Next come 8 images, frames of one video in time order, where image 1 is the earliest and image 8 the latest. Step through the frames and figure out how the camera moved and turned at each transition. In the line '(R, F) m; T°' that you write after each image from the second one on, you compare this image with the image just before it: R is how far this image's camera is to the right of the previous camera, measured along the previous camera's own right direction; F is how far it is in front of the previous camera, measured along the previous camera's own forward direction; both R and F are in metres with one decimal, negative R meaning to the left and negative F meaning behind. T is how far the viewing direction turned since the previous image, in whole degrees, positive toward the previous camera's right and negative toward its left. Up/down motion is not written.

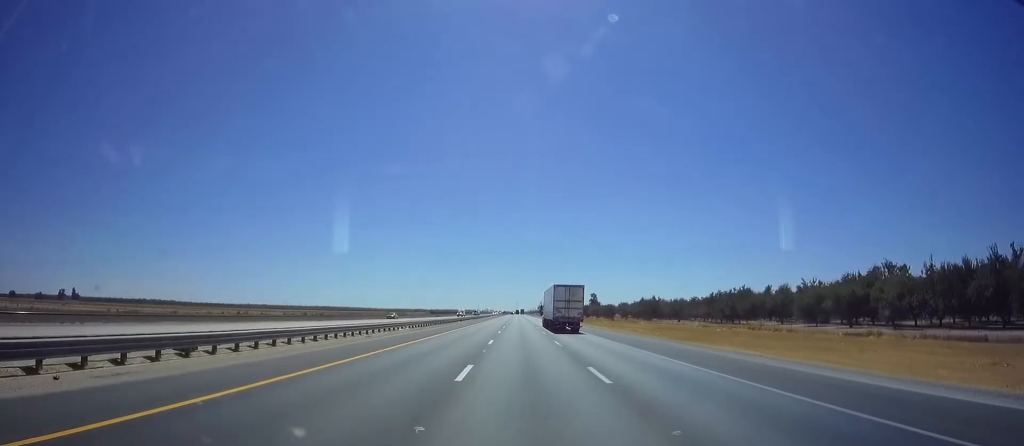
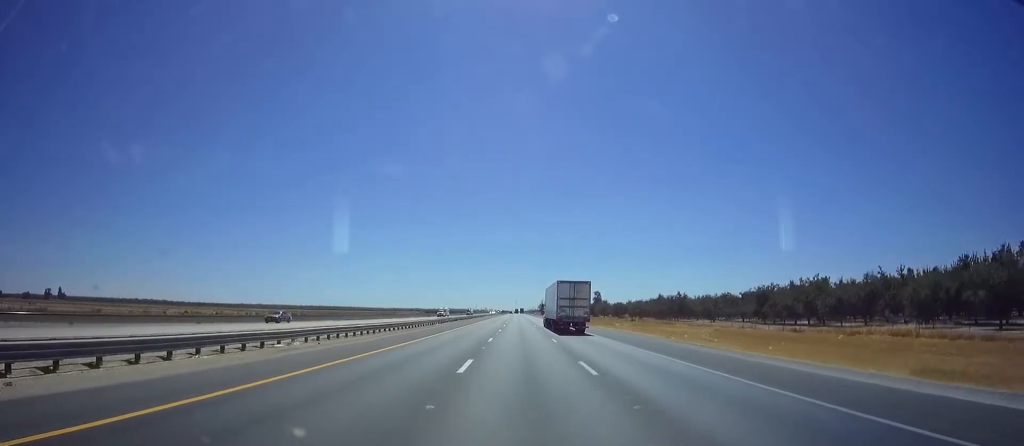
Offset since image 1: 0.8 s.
(0.0, +27.8) m; 0°
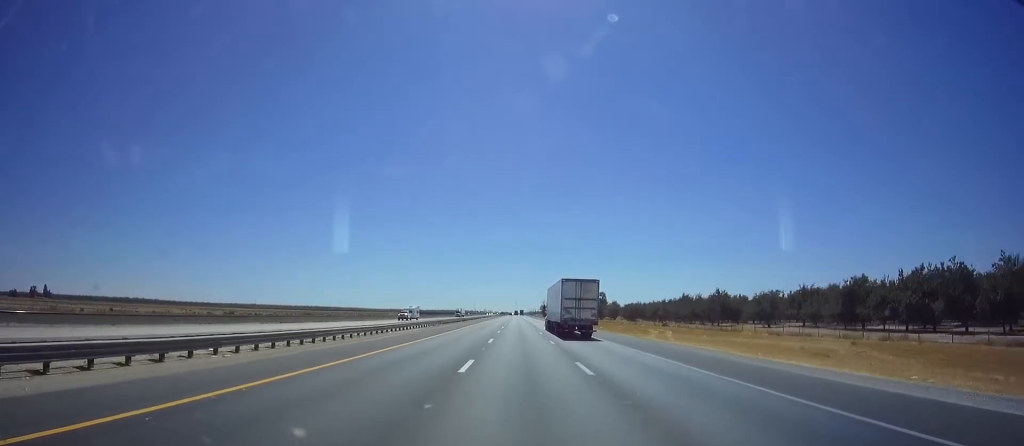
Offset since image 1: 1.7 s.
(0.0, +28.9) m; -1°
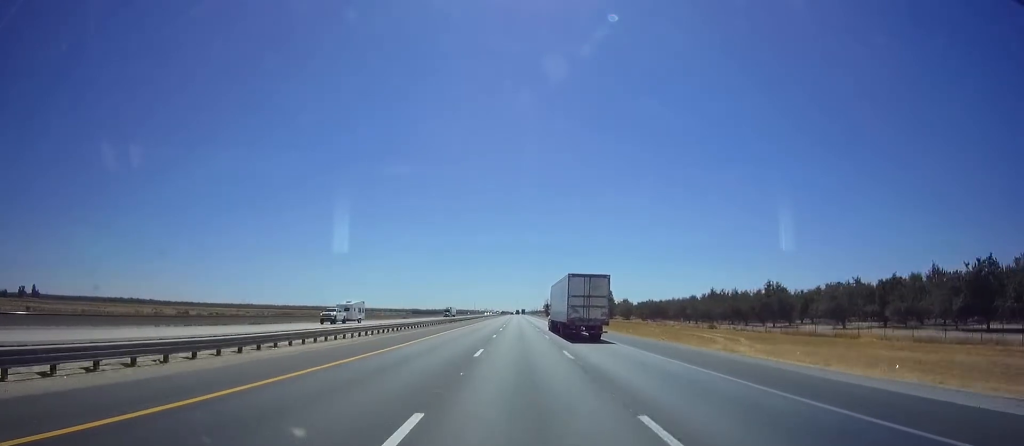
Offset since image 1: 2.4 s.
(-0.5, +24.5) m; 0°
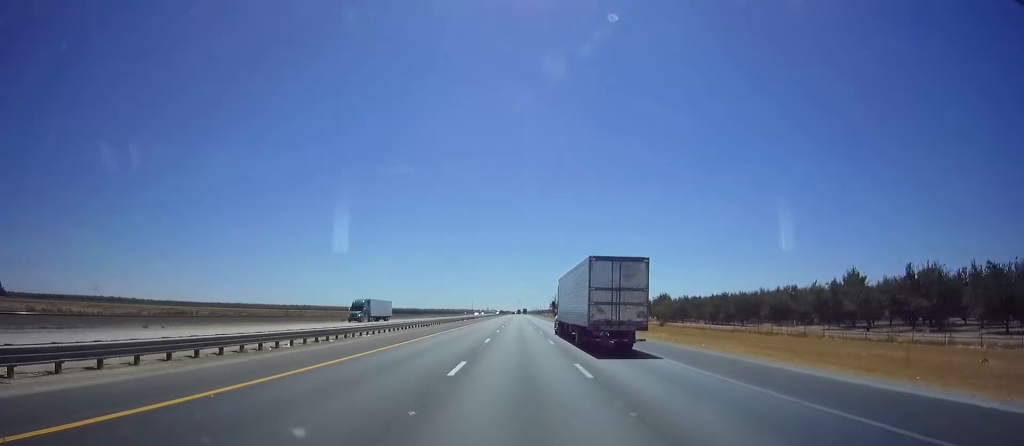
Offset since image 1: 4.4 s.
(+0.9, +64.5) m; 0°
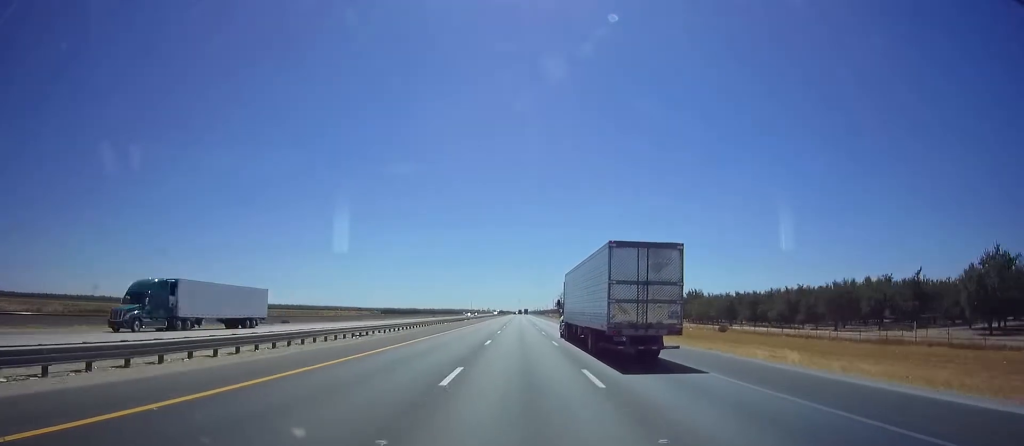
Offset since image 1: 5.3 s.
(-0.4, +31.2) m; 0°
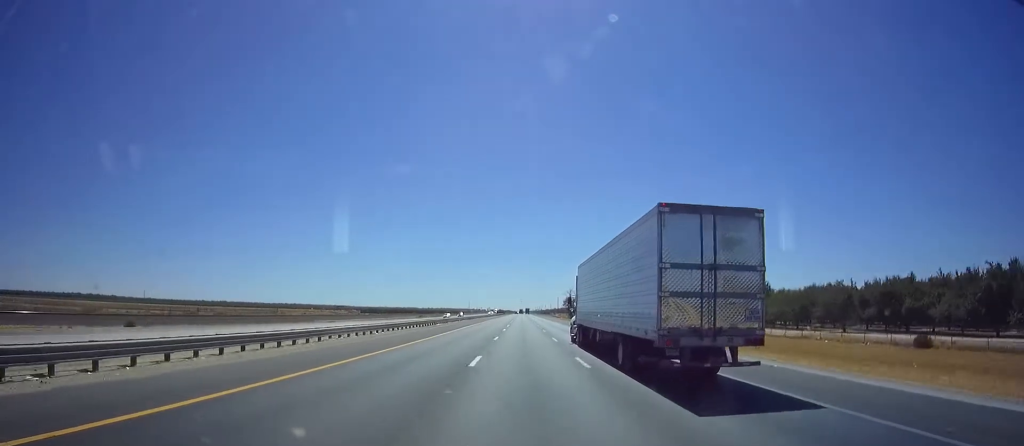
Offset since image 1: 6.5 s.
(+0.3, +40.0) m; +1°
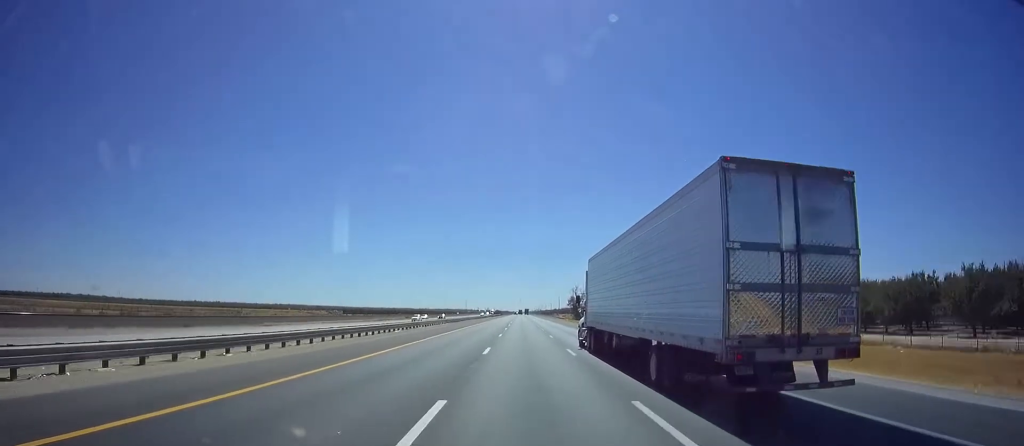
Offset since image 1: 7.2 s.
(+0.1, +24.4) m; 0°
